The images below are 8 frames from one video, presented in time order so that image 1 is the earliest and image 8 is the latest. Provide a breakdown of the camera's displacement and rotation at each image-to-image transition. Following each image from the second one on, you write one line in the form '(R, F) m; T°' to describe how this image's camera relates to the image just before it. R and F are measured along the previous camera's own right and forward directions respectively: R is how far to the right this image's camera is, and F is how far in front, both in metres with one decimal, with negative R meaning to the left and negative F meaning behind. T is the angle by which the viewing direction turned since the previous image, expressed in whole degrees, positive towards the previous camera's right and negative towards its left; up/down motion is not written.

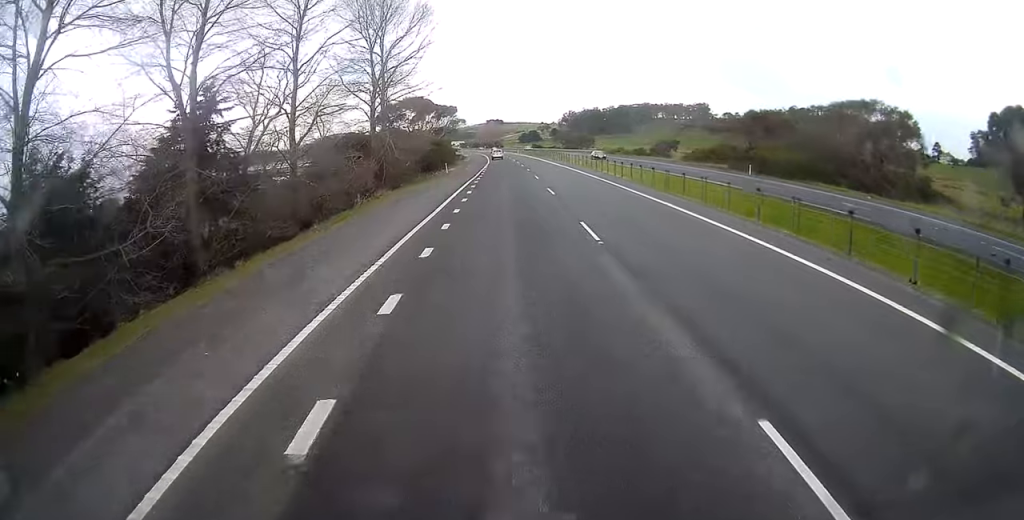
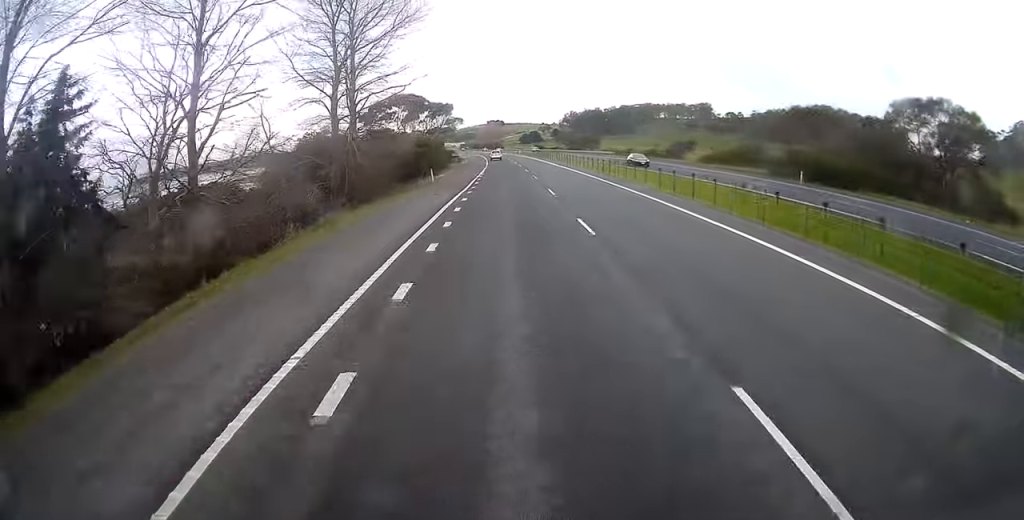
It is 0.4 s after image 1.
(-0.1, +10.9) m; 0°
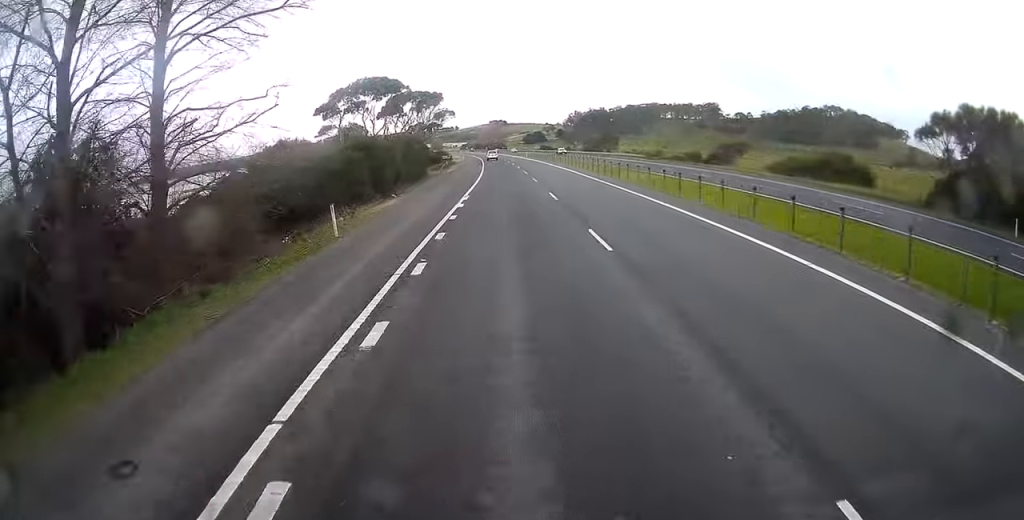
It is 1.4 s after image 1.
(+0.4, +26.0) m; 0°
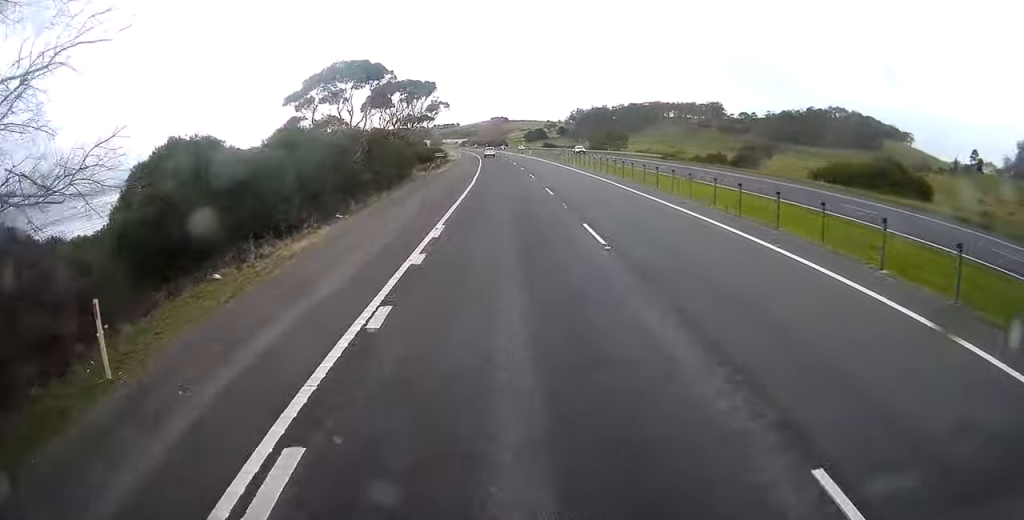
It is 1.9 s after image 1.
(-0.2, +11.9) m; 0°
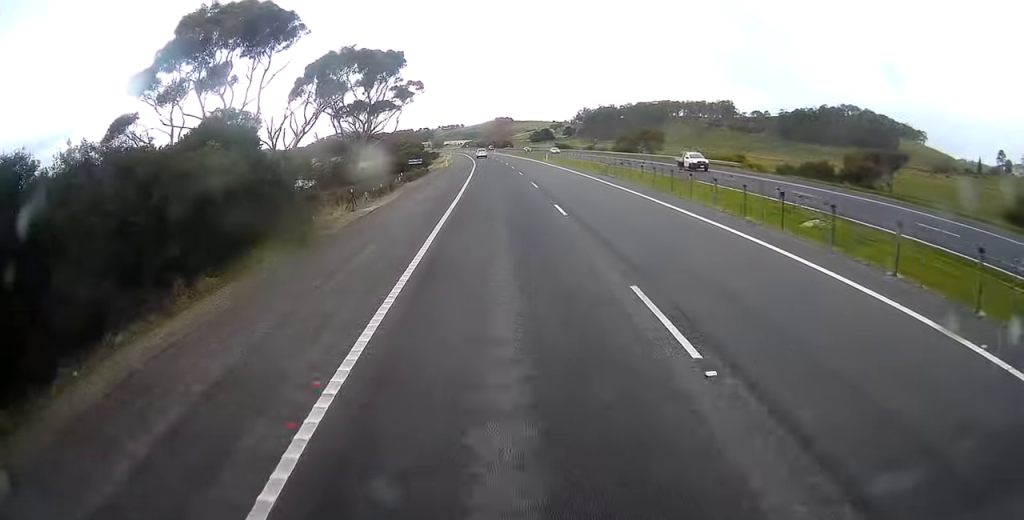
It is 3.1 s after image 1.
(-0.1, +30.4) m; 0°
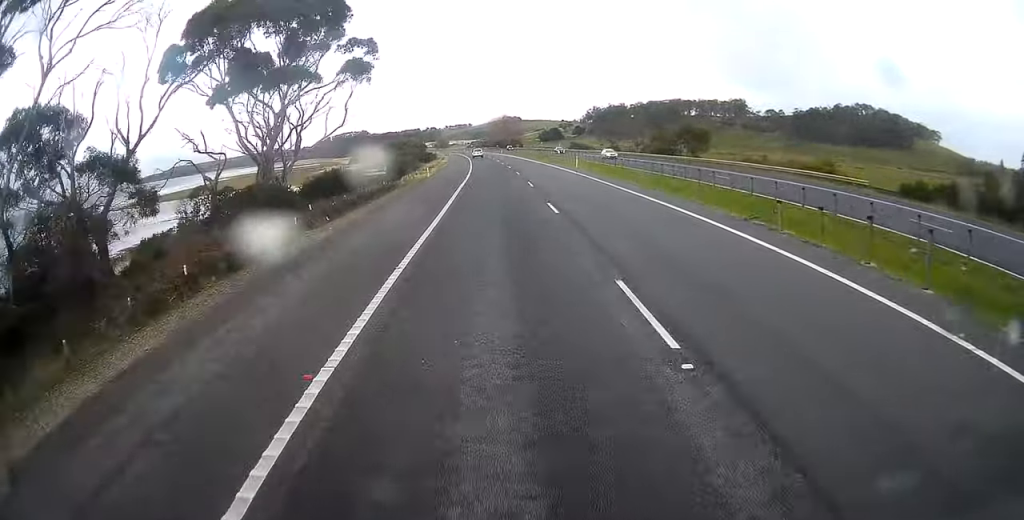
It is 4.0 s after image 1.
(0.0, +23.8) m; 0°
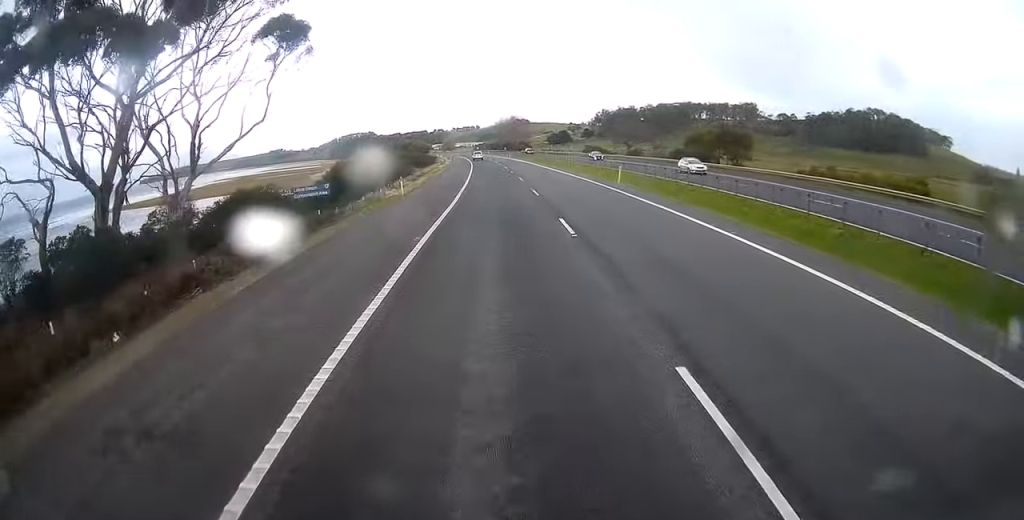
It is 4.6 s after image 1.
(0.0, +15.6) m; 0°
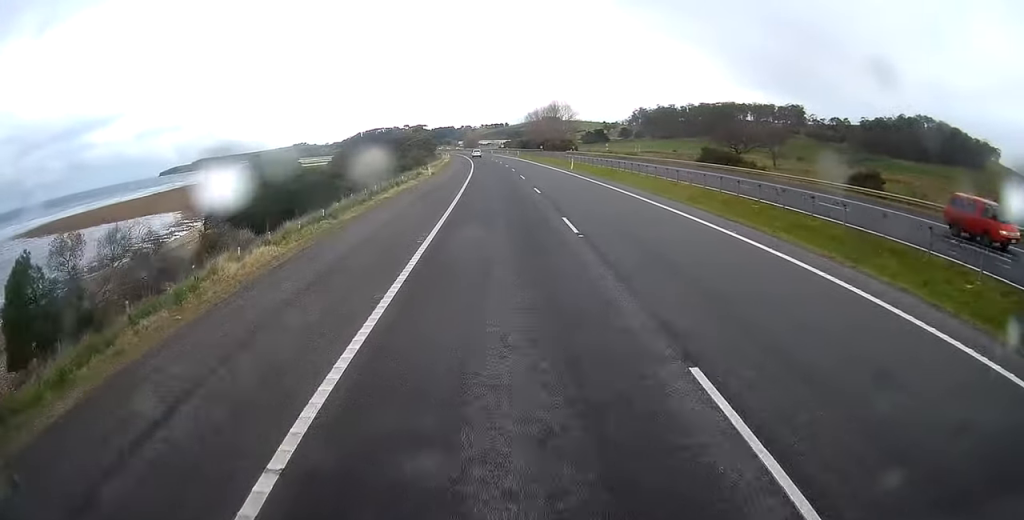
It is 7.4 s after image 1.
(-1.1, +74.0) m; -2°
